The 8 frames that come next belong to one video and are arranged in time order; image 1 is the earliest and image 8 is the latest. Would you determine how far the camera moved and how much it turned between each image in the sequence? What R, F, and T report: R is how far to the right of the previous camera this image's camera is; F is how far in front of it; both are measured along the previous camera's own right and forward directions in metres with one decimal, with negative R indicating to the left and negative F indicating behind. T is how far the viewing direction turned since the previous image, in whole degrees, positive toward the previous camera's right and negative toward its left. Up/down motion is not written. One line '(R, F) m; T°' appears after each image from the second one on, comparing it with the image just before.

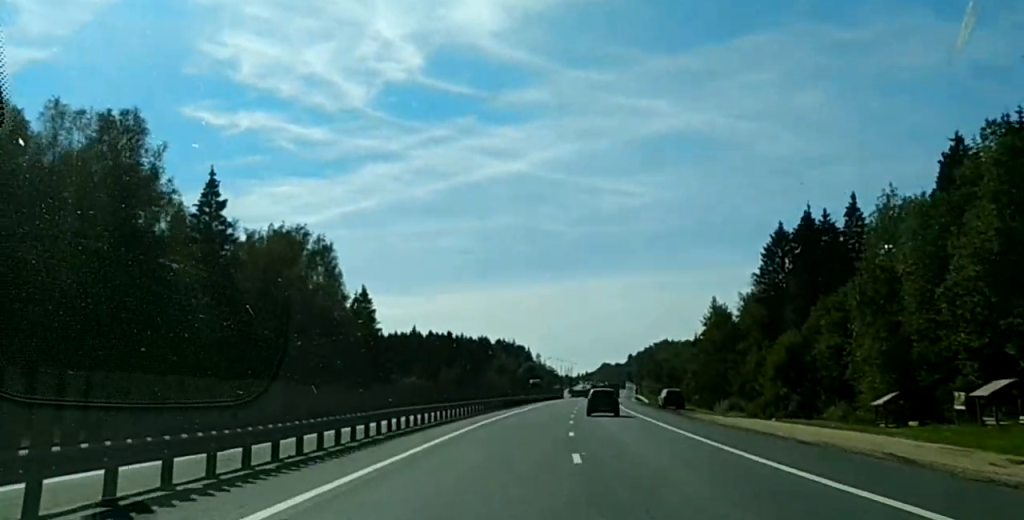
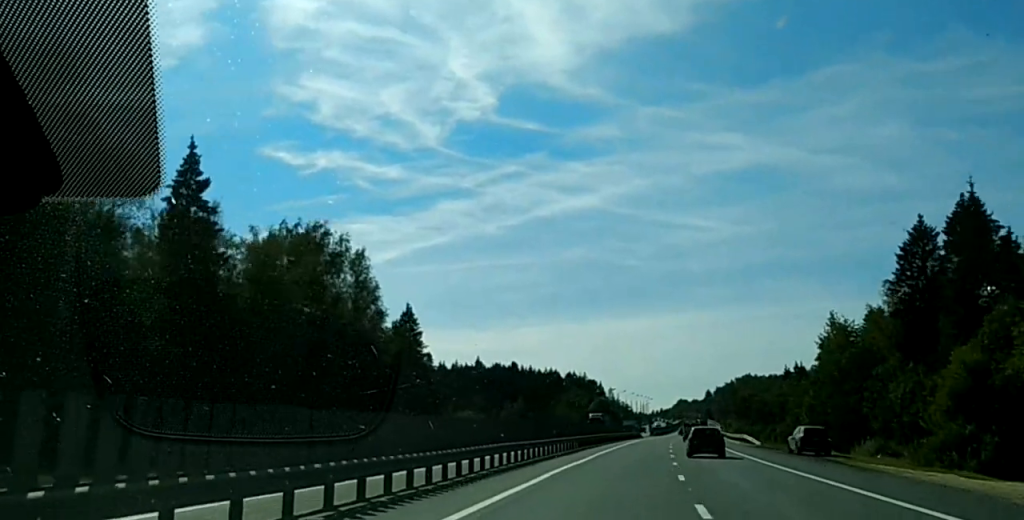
(+0.2, +34.6) m; +1°
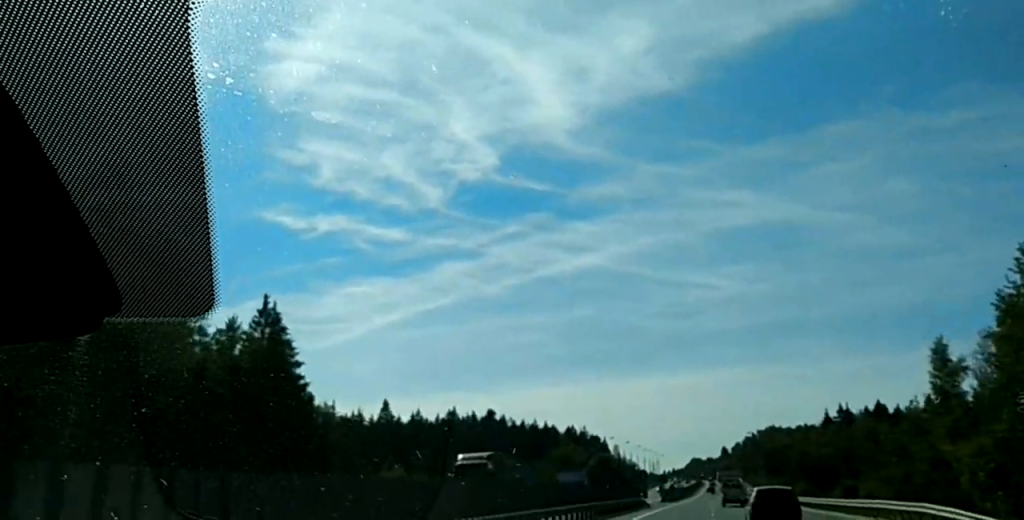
(+1.5, +71.8) m; +2°
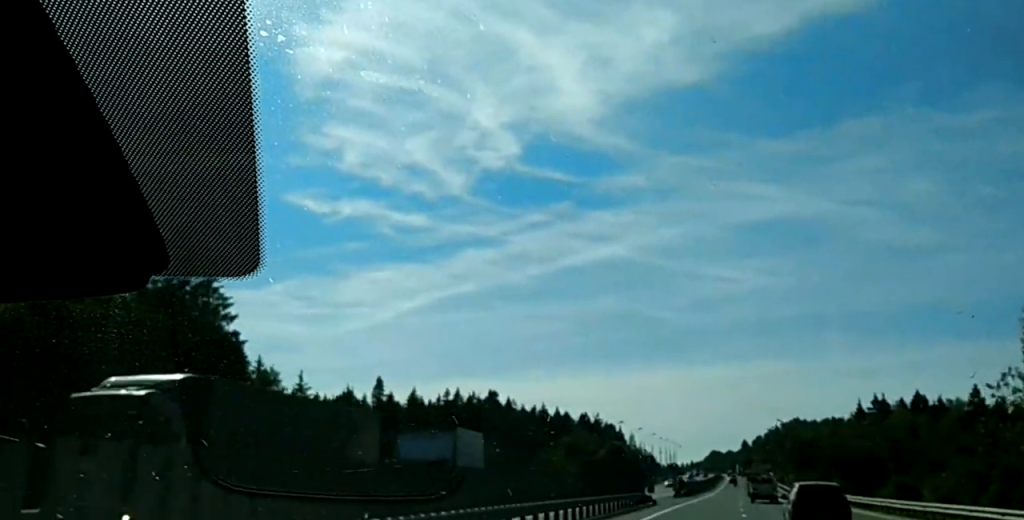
(0.0, +24.2) m; 0°
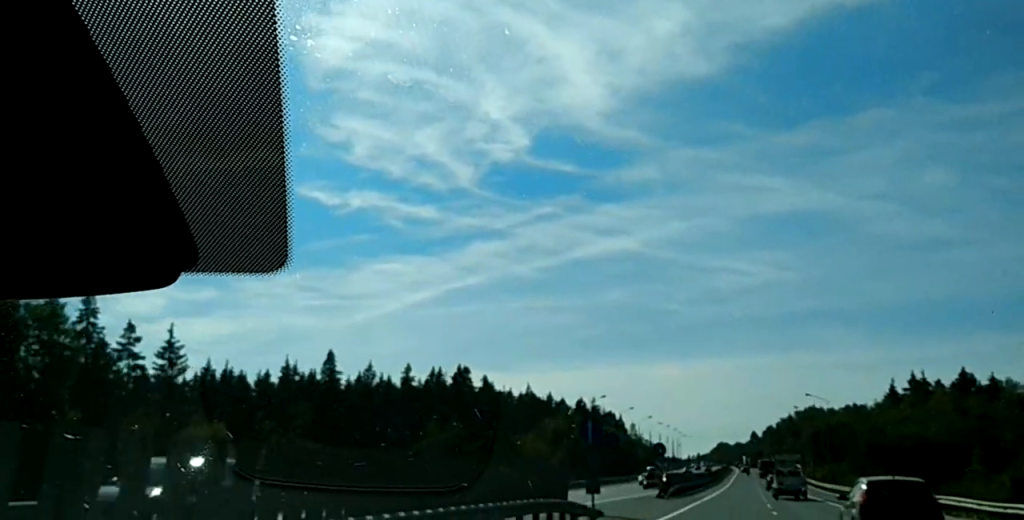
(+0.5, +38.4) m; +2°
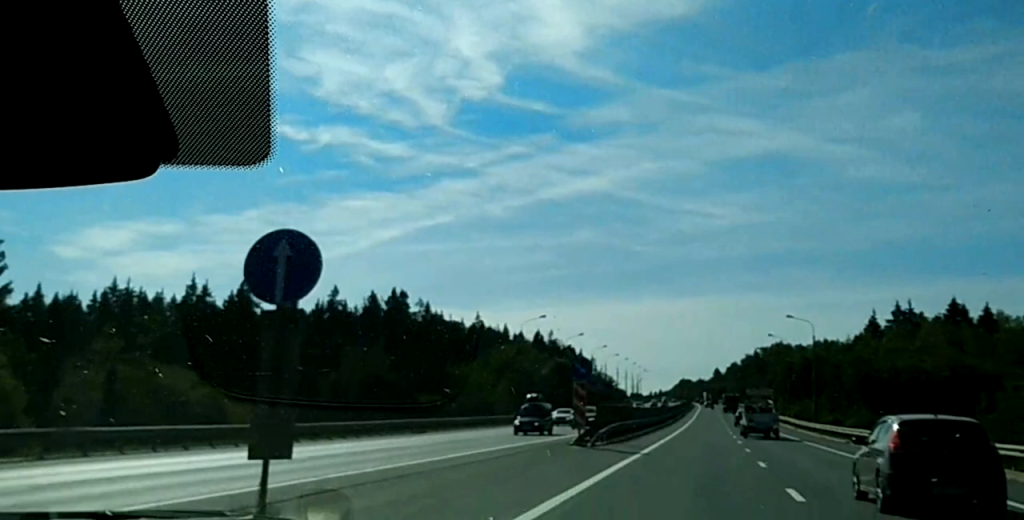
(+0.4, +23.3) m; +2°
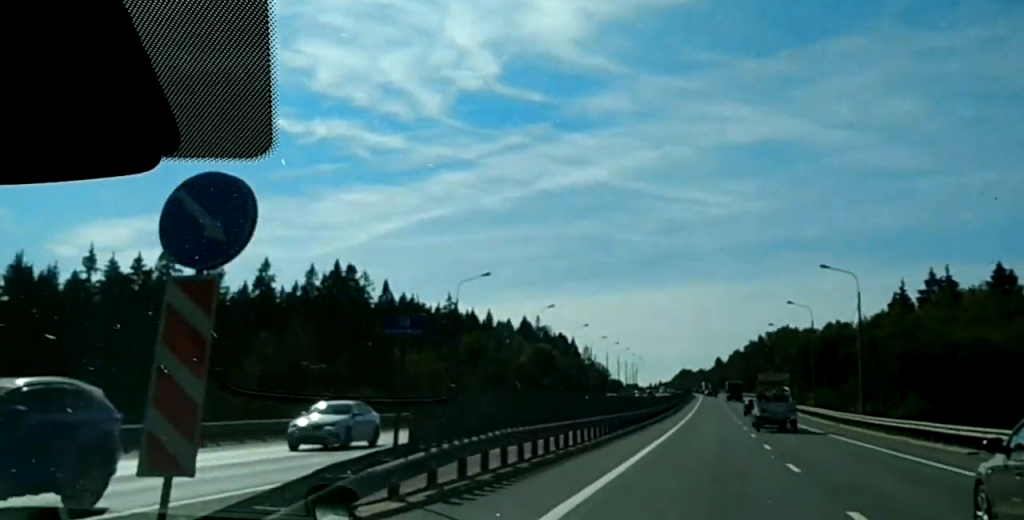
(+0.5, +28.7) m; 0°
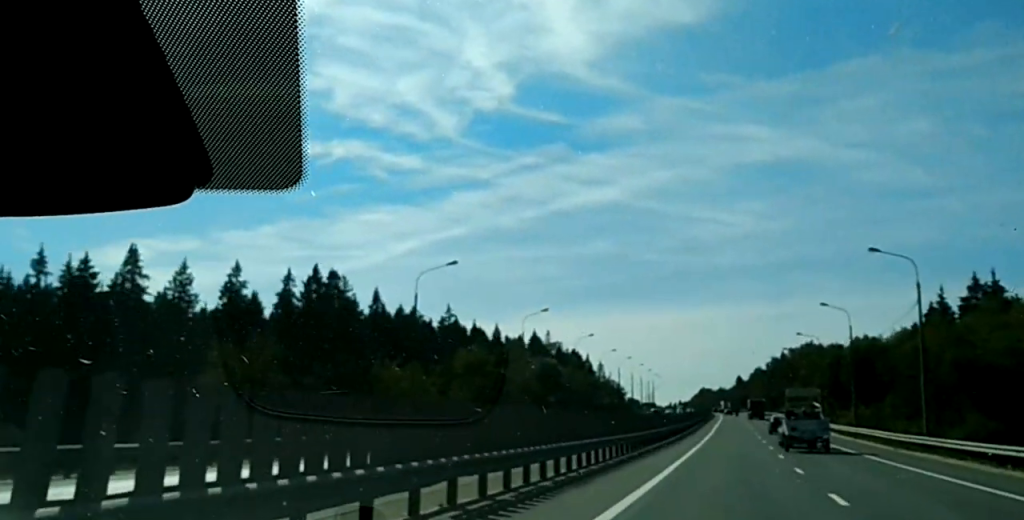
(-0.2, +14.8) m; -1°
